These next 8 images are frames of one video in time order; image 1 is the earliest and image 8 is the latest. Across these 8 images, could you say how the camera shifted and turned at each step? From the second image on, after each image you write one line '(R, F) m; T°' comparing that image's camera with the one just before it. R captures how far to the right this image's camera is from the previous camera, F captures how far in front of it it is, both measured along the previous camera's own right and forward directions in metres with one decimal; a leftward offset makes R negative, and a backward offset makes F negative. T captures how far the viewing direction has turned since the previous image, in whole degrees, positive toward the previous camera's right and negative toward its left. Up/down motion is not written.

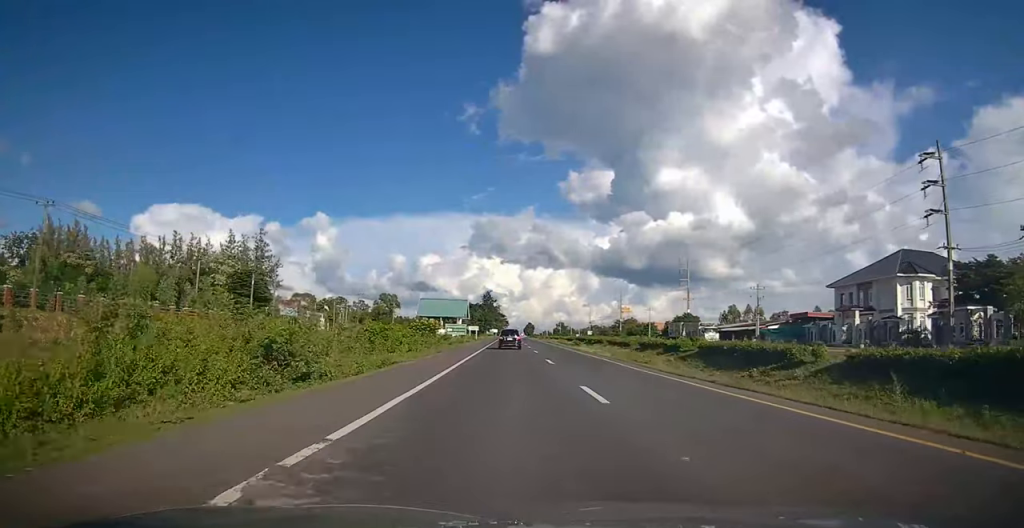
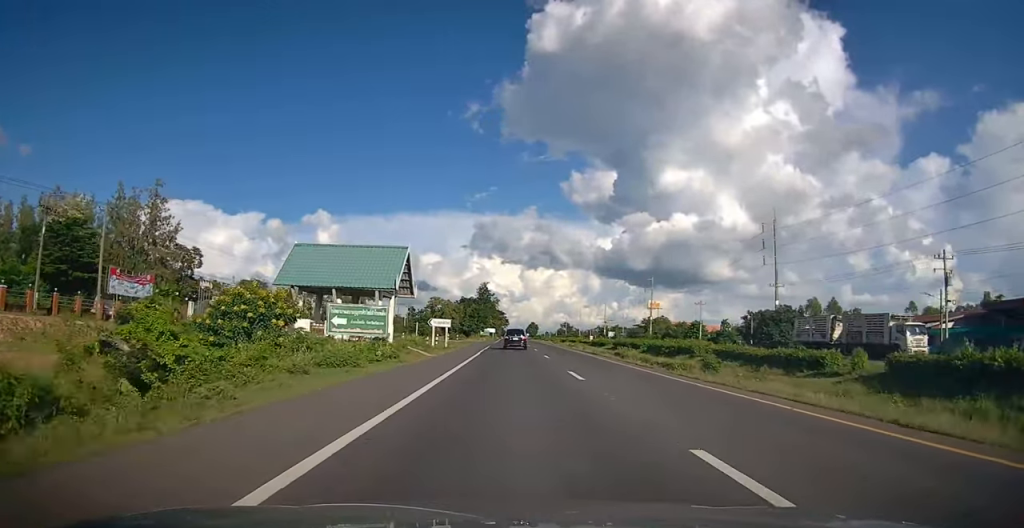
(-0.1, +43.2) m; 0°
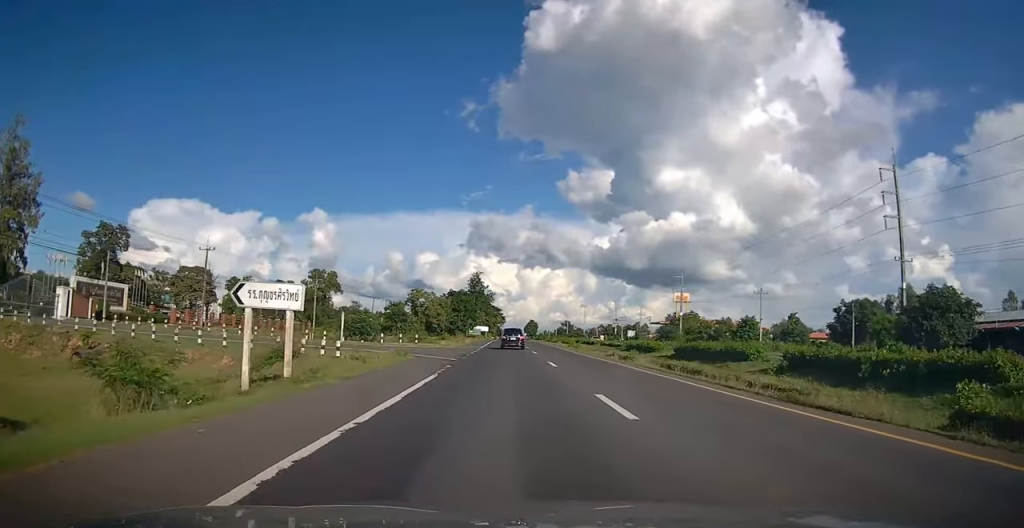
(0.0, +31.4) m; 0°
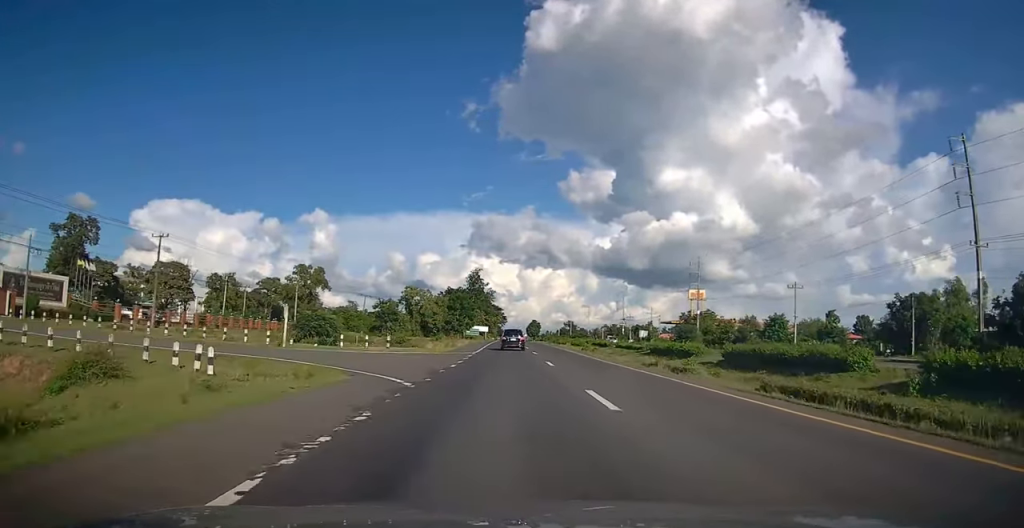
(+0.1, +11.1) m; 0°
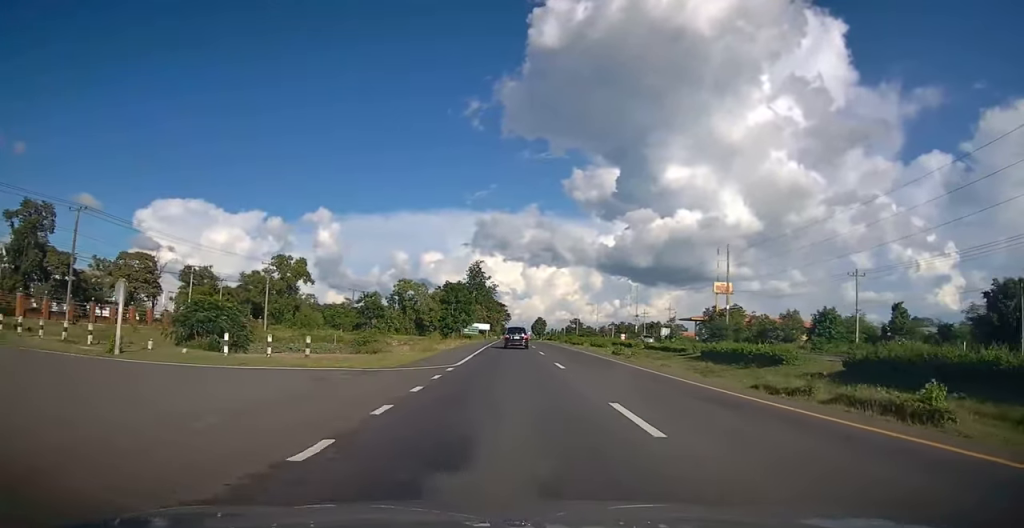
(+0.1, +14.6) m; 0°
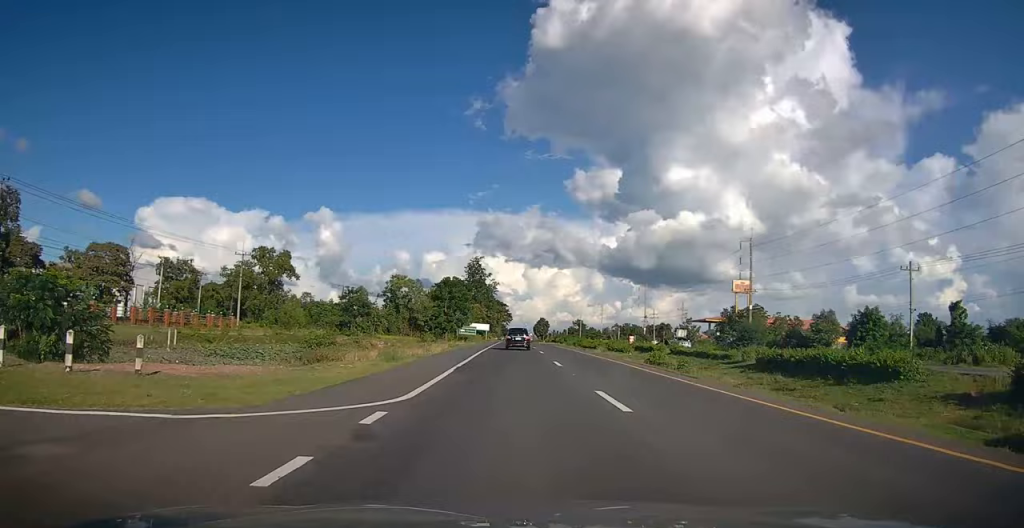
(0.0, +10.1) m; 0°
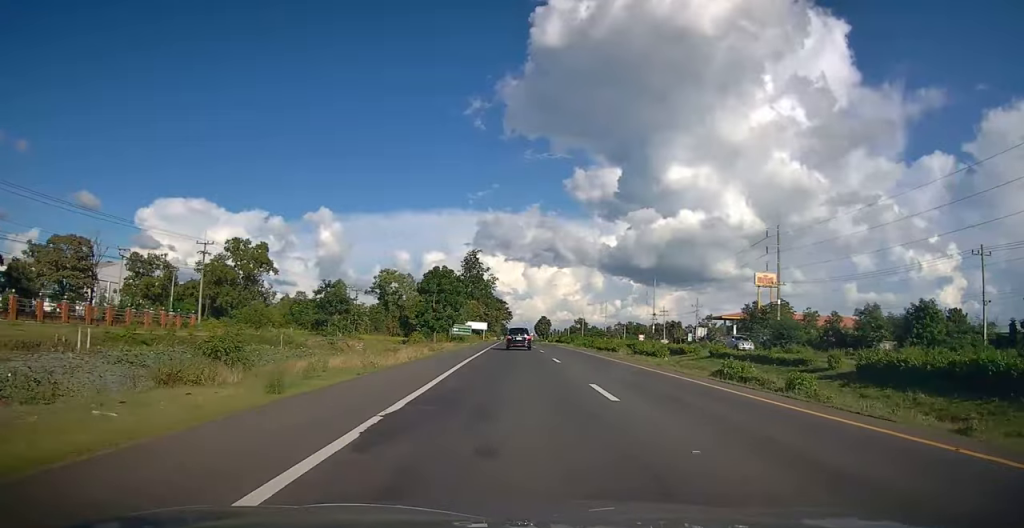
(0.0, +10.8) m; 0°
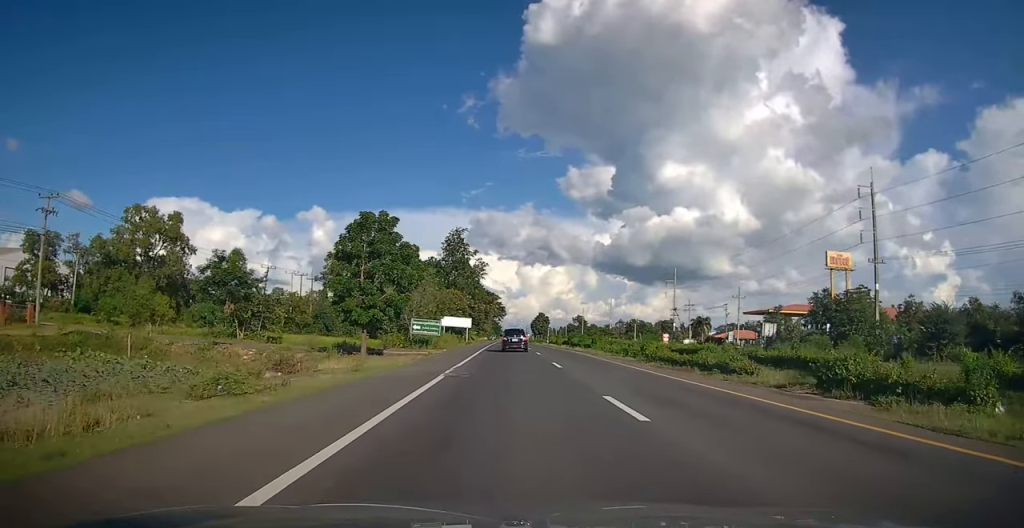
(-0.1, +26.9) m; 0°
